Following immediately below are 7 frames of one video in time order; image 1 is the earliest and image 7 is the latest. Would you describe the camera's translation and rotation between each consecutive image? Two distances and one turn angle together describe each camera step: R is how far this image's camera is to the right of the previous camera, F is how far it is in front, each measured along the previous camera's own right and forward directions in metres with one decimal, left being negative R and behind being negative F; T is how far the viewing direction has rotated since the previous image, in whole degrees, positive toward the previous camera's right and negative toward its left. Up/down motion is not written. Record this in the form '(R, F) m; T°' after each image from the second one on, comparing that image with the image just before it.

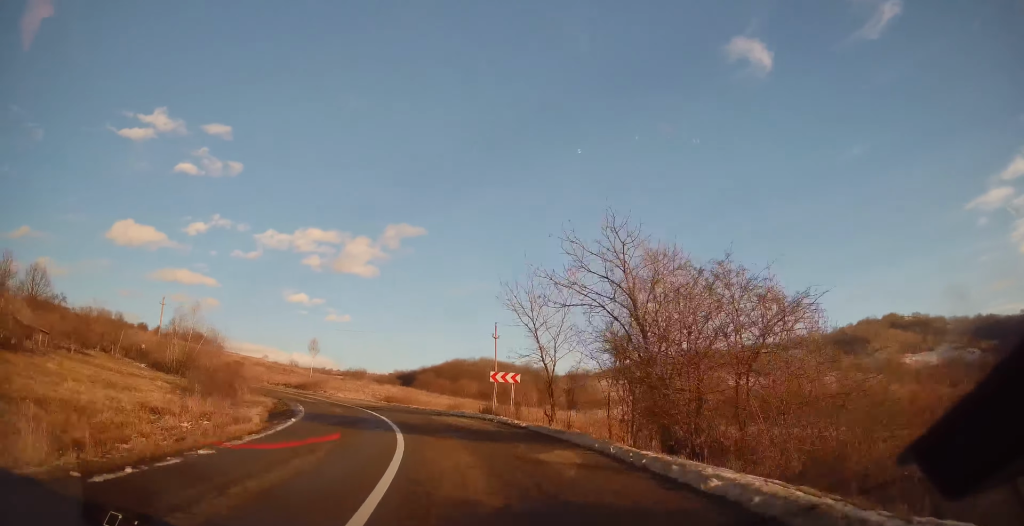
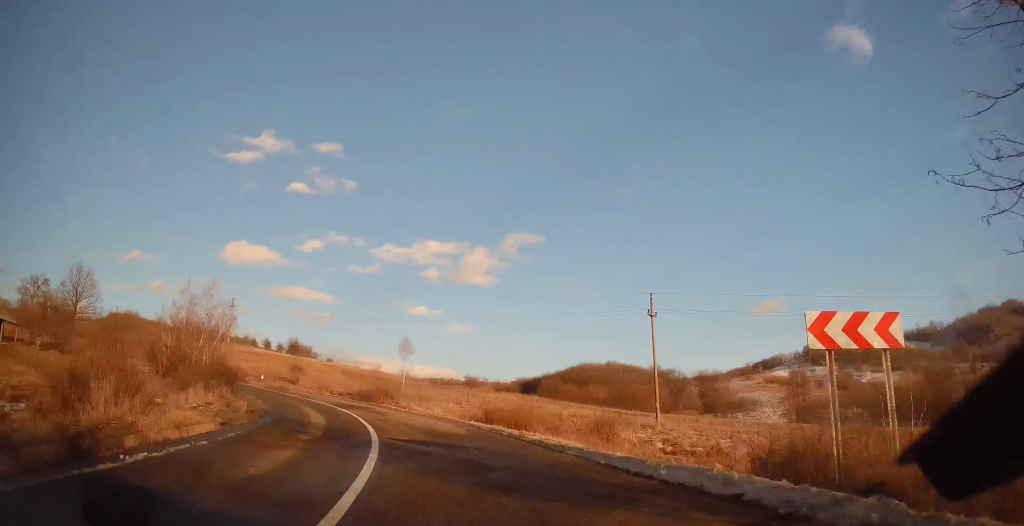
(-1.8, +20.6) m; -13°
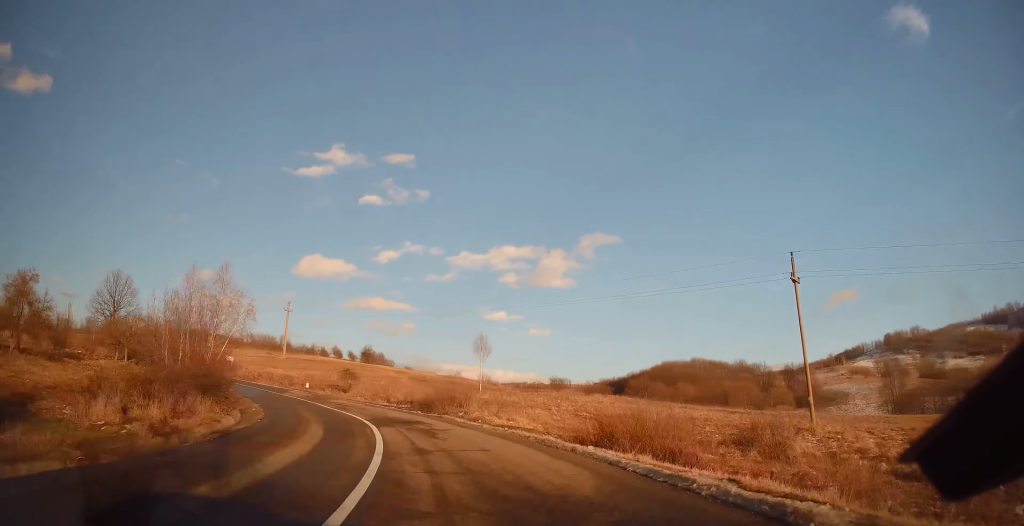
(-1.1, +10.9) m; -8°
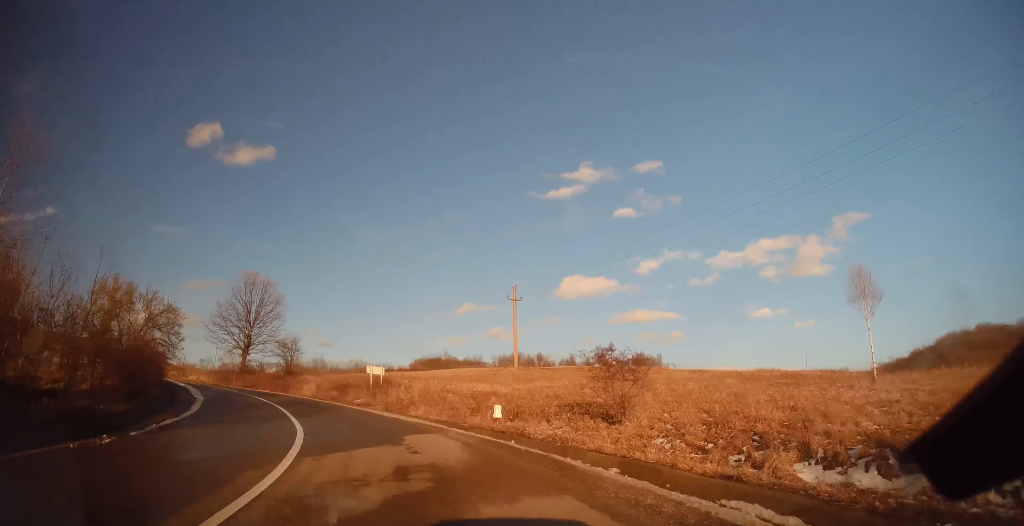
(-7.4, +32.5) m; -31°
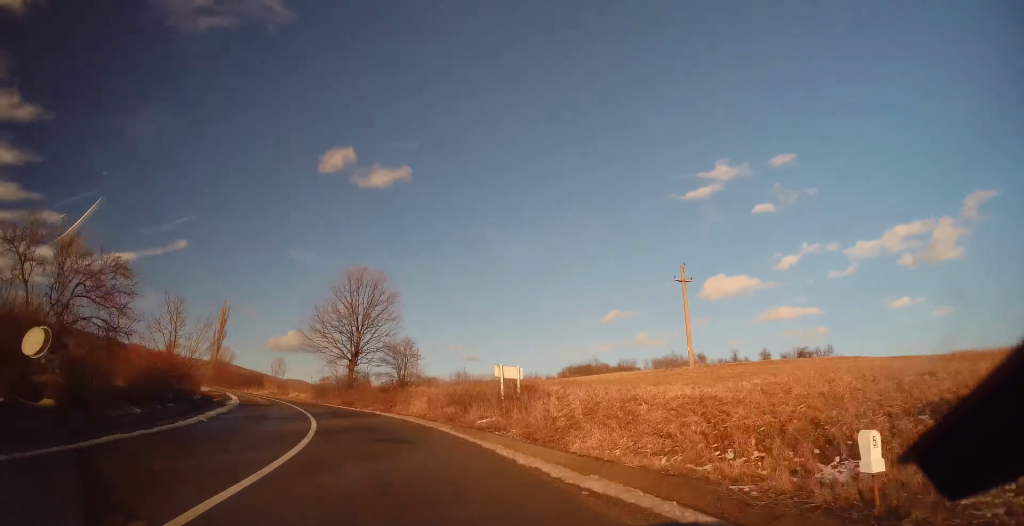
(-2.0, +12.1) m; -15°
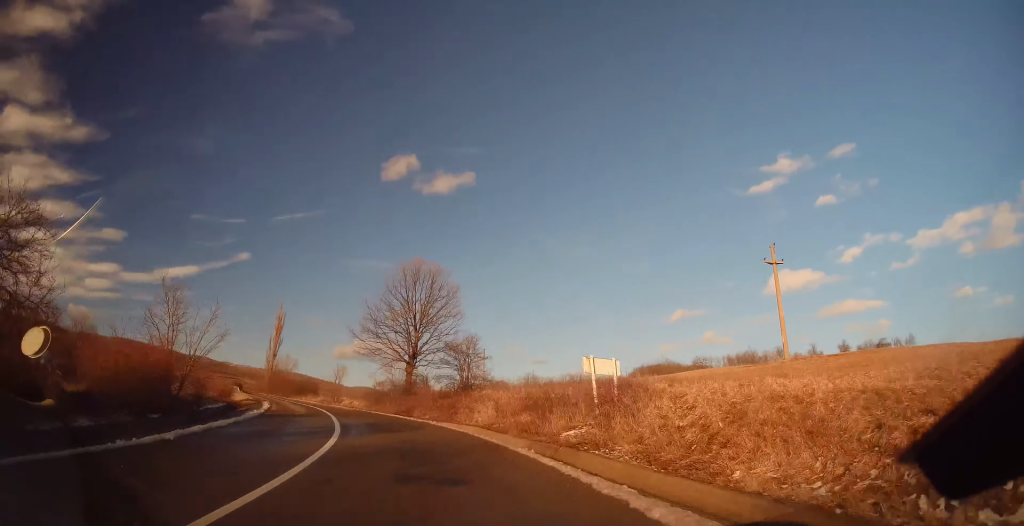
(-0.4, +5.0) m; -5°
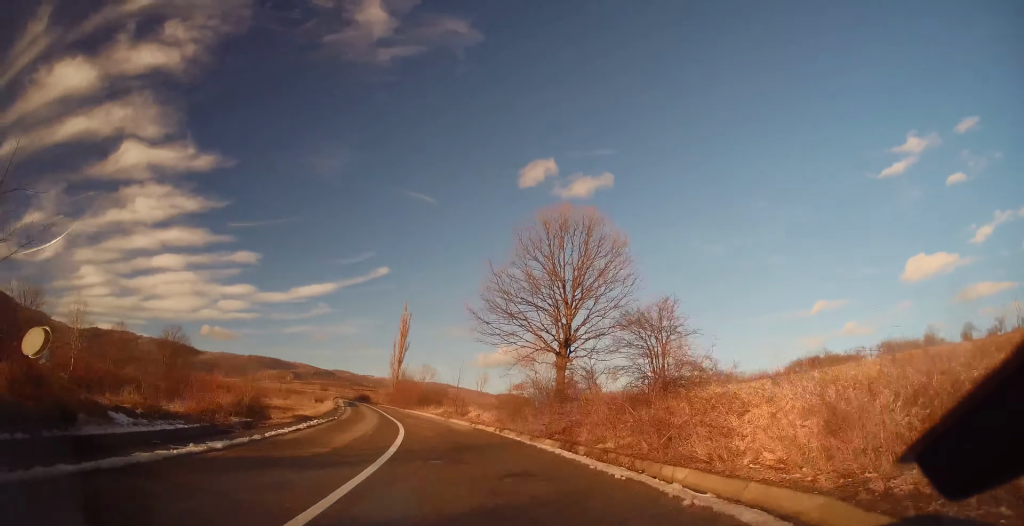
(-2.0, +16.1) m; -14°
